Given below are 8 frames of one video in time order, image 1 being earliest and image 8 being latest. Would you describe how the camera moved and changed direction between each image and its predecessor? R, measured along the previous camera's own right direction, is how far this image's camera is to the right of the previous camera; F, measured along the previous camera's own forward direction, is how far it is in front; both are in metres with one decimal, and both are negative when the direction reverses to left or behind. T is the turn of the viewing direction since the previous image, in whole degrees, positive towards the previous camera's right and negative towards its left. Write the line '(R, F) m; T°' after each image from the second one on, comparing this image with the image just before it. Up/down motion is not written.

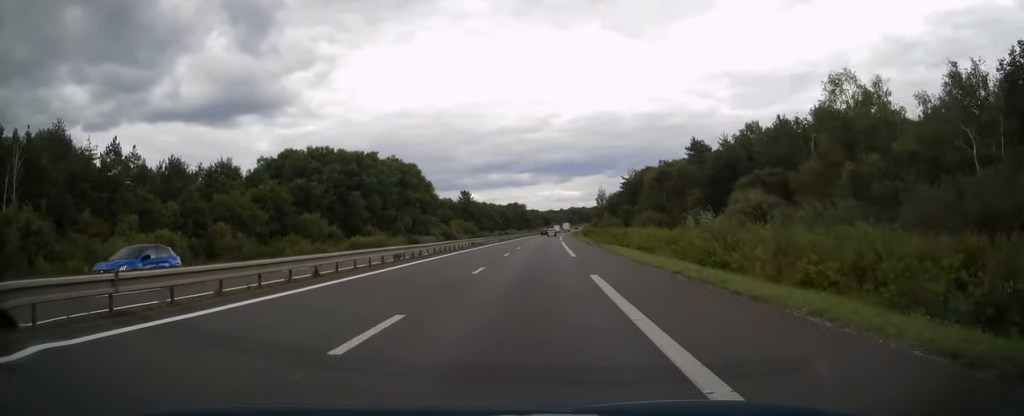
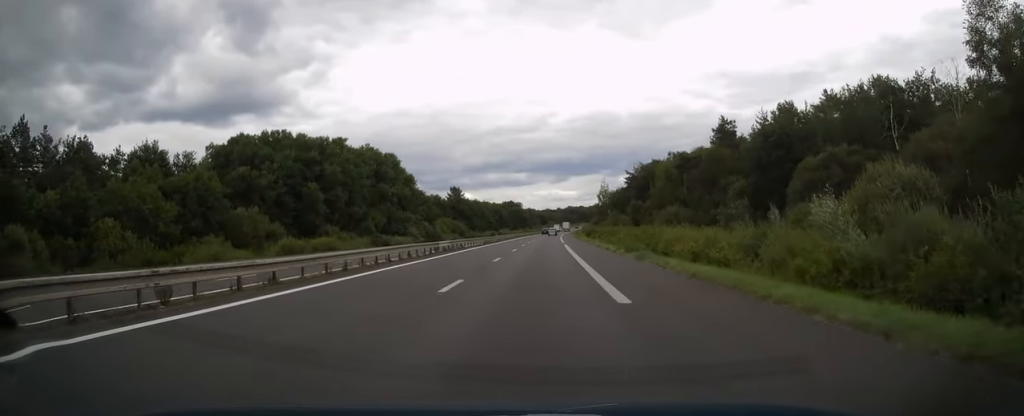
(+0.2, +19.1) m; 0°
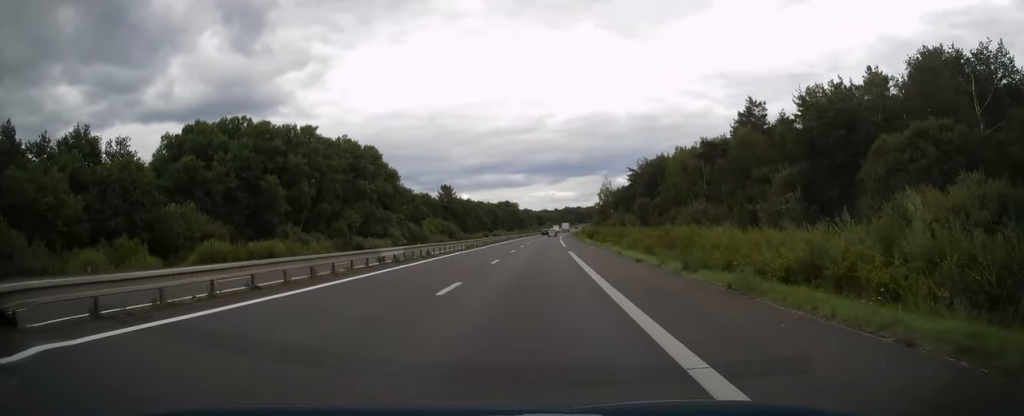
(0.0, +13.2) m; 0°
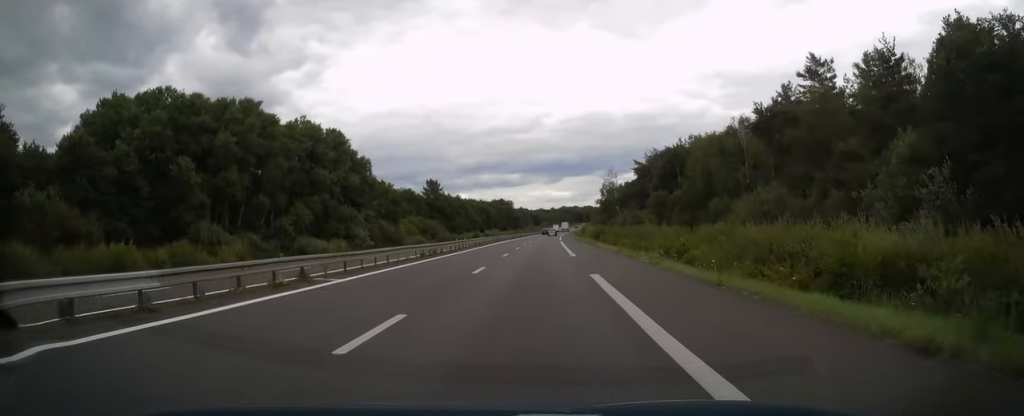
(0.0, +19.1) m; 0°
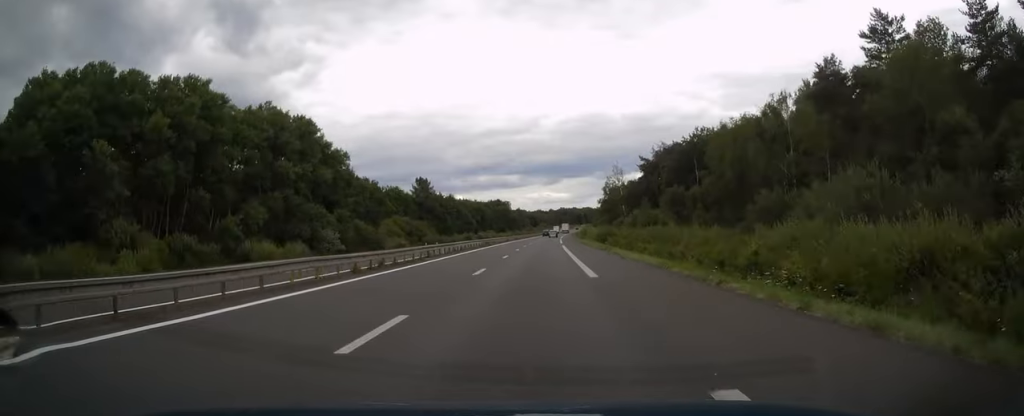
(0.0, +12.7) m; 0°
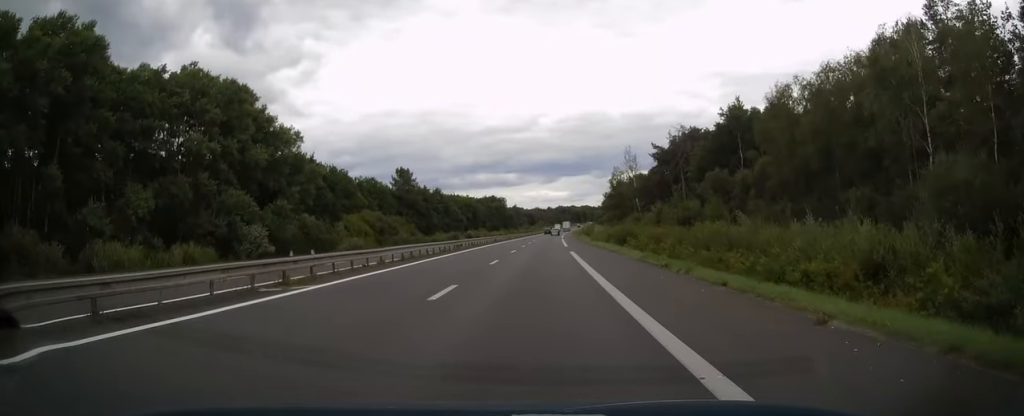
(0.0, +20.6) m; +1°
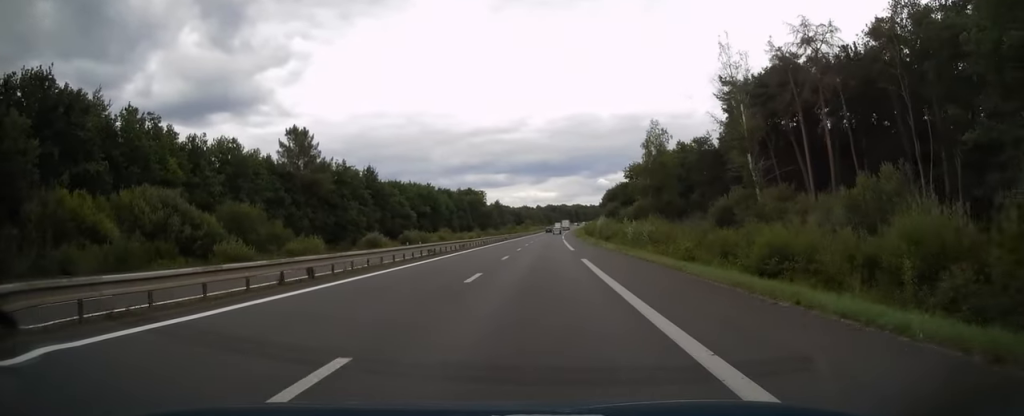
(+0.6, +60.2) m; +1°
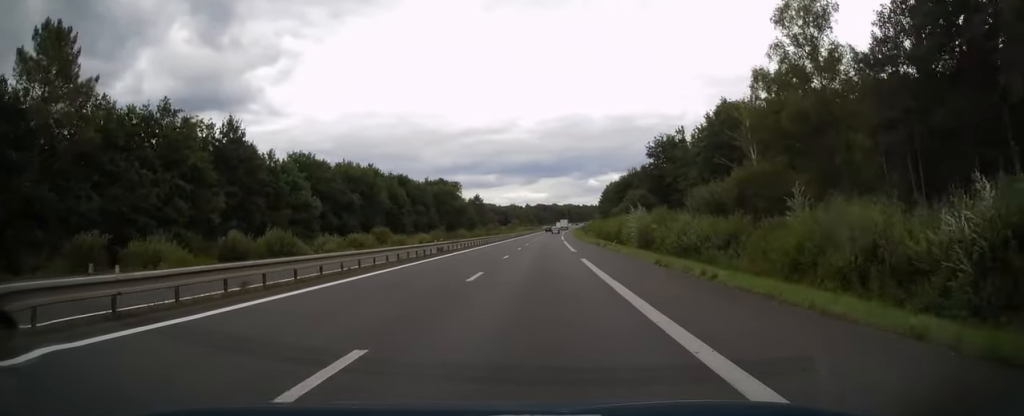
(+0.3, +50.8) m; +1°
